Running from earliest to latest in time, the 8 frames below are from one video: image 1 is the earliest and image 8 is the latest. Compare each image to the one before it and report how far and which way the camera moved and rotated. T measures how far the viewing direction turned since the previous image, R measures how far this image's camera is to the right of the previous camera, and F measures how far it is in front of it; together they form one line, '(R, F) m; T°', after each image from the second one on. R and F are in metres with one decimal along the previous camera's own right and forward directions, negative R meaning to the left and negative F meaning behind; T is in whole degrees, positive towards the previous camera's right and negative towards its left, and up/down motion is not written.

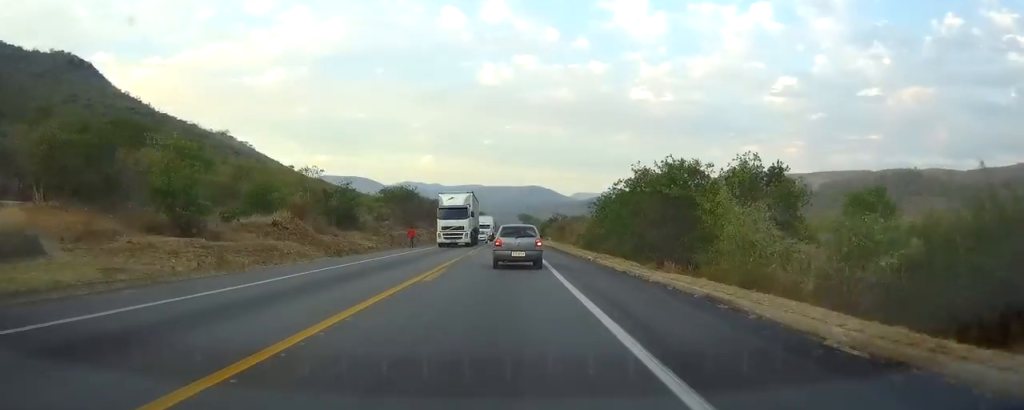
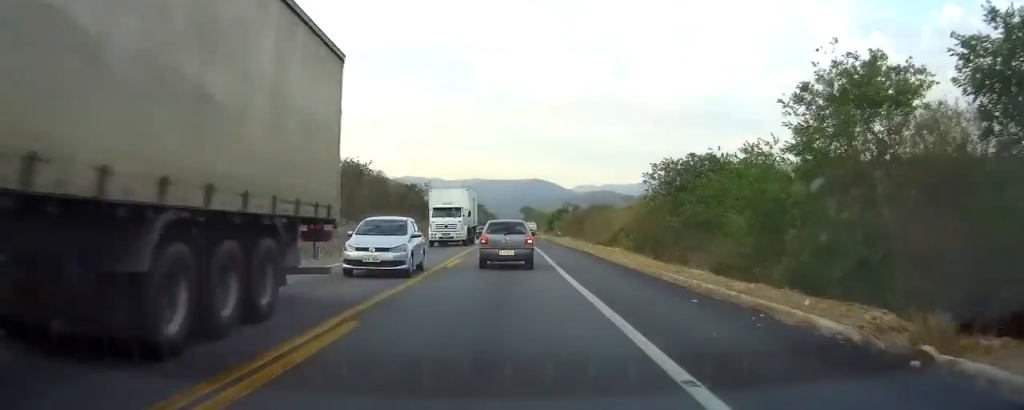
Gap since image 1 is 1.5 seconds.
(-0.2, +30.0) m; 0°
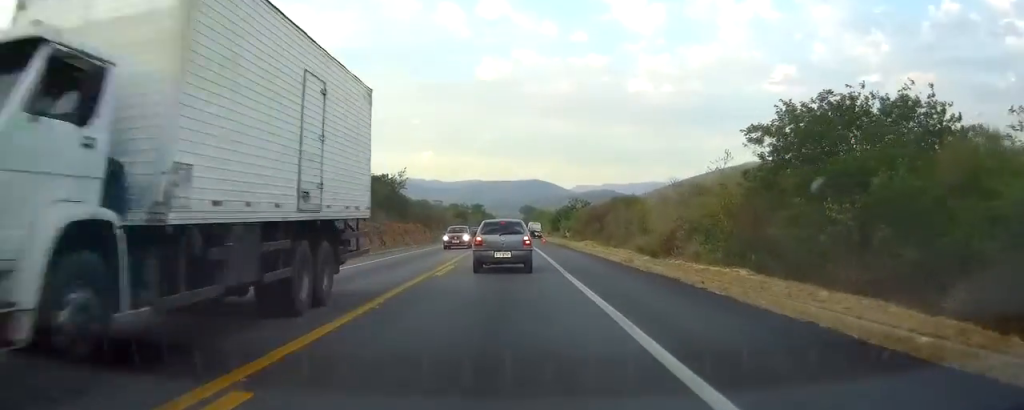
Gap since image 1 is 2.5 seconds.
(0.0, +20.5) m; 0°
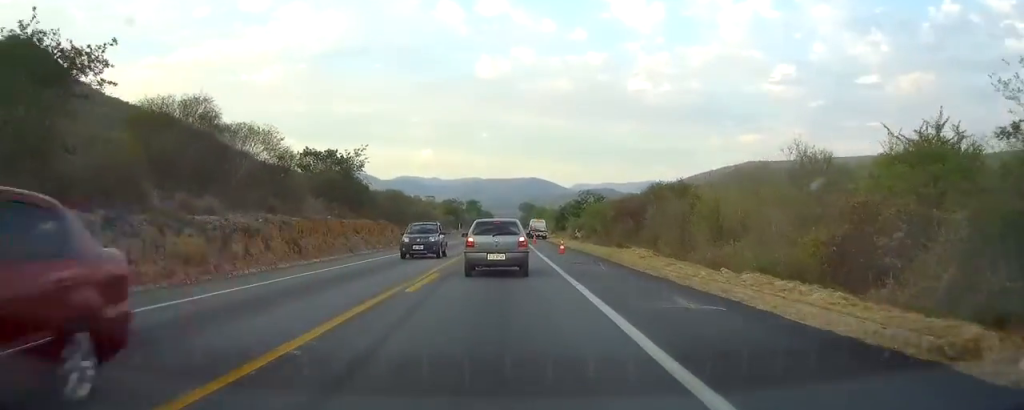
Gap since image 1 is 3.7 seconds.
(0.0, +21.8) m; 0°
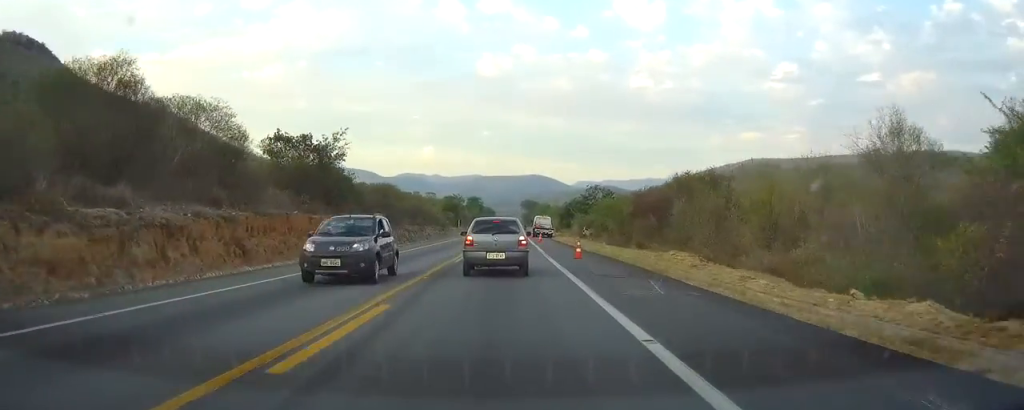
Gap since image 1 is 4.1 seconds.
(0.0, +7.5) m; 0°
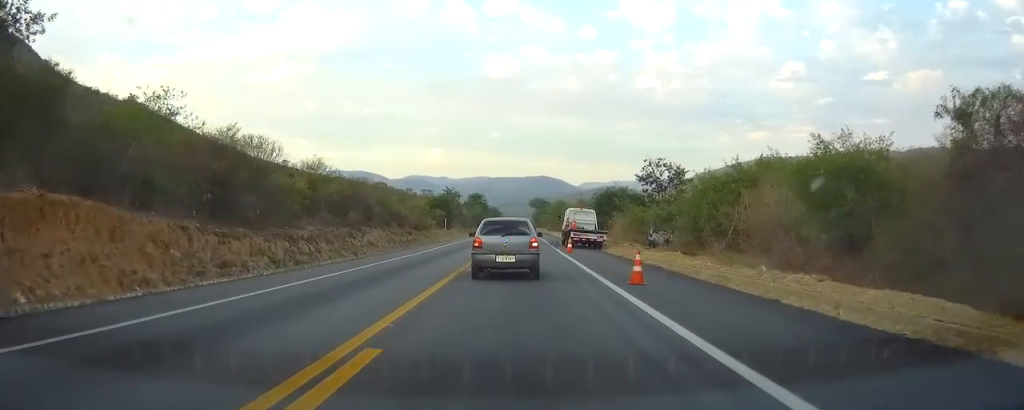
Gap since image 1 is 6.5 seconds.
(-0.1, +39.0) m; 0°
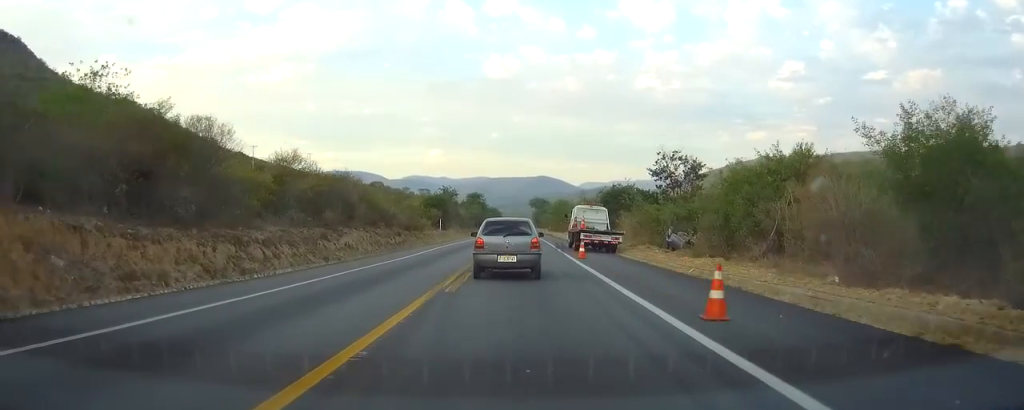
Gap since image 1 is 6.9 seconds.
(0.0, +6.0) m; 0°
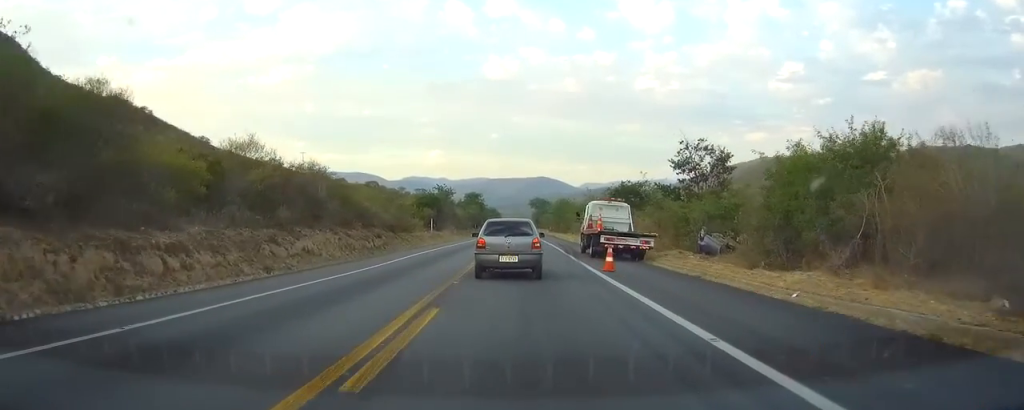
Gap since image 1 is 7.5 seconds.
(0.0, +7.9) m; 0°
